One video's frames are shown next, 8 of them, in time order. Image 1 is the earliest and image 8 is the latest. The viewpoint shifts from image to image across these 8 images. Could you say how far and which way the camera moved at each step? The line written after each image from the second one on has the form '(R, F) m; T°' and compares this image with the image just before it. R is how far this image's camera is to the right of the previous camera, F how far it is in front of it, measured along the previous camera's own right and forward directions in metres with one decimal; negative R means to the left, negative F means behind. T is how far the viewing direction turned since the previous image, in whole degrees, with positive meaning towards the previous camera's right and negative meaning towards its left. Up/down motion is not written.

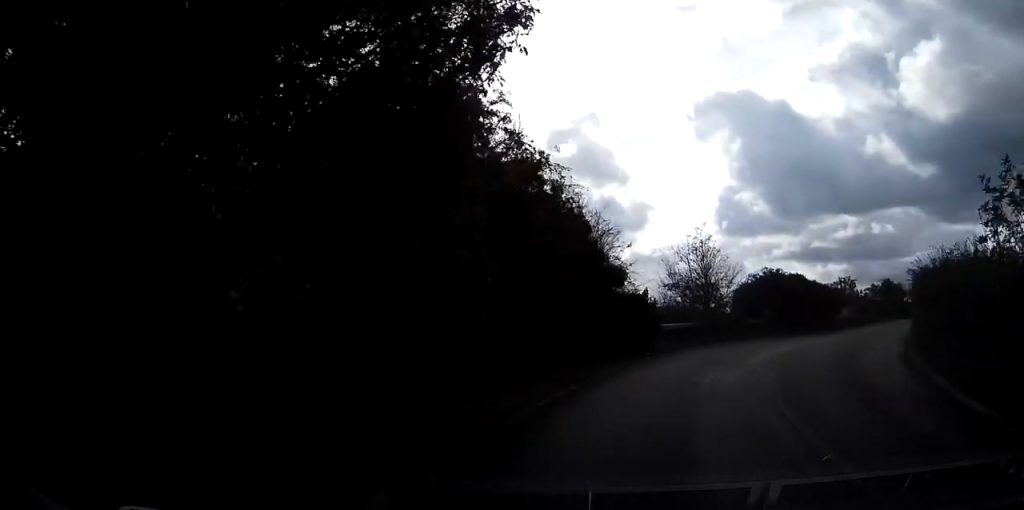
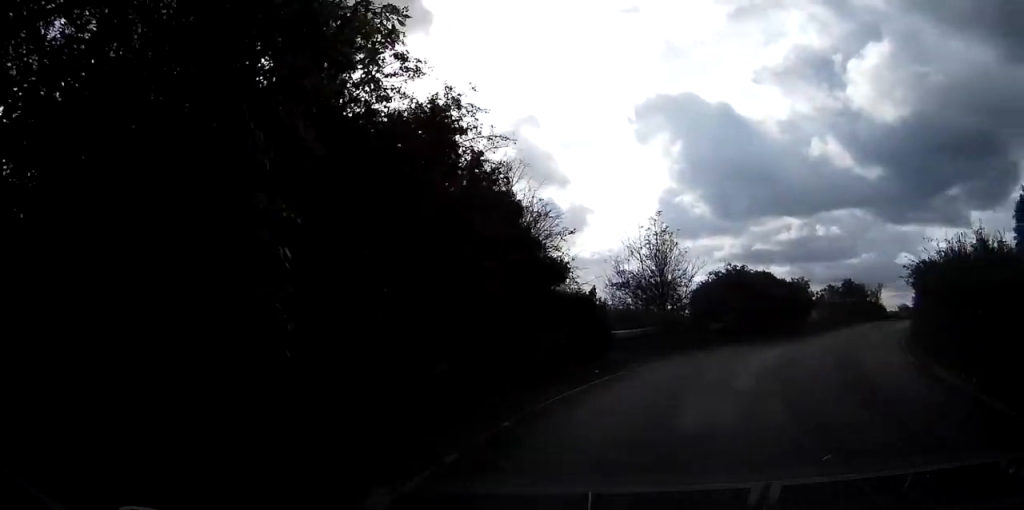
(+0.1, +3.6) m; +1°
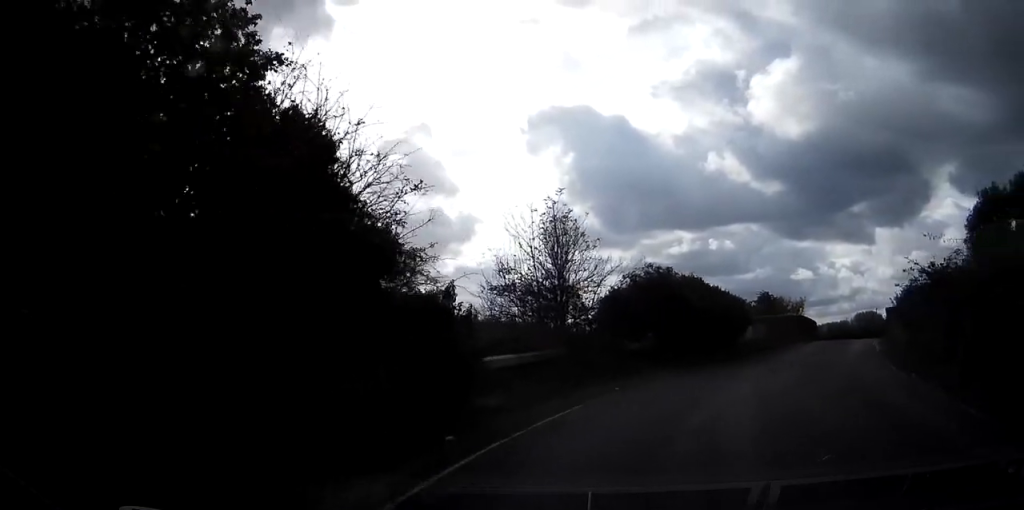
(0.0, +6.2) m; +2°
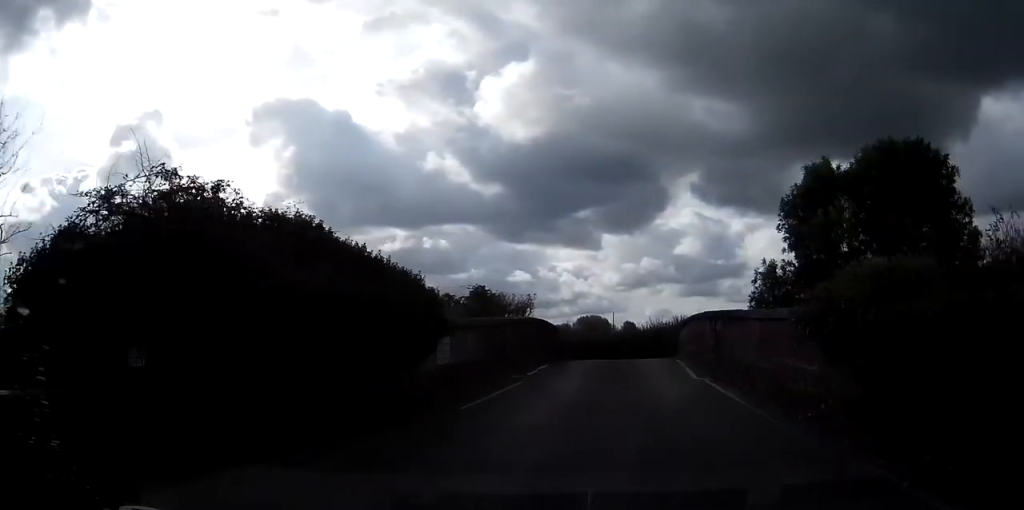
(+1.7, +11.5) m; +18°
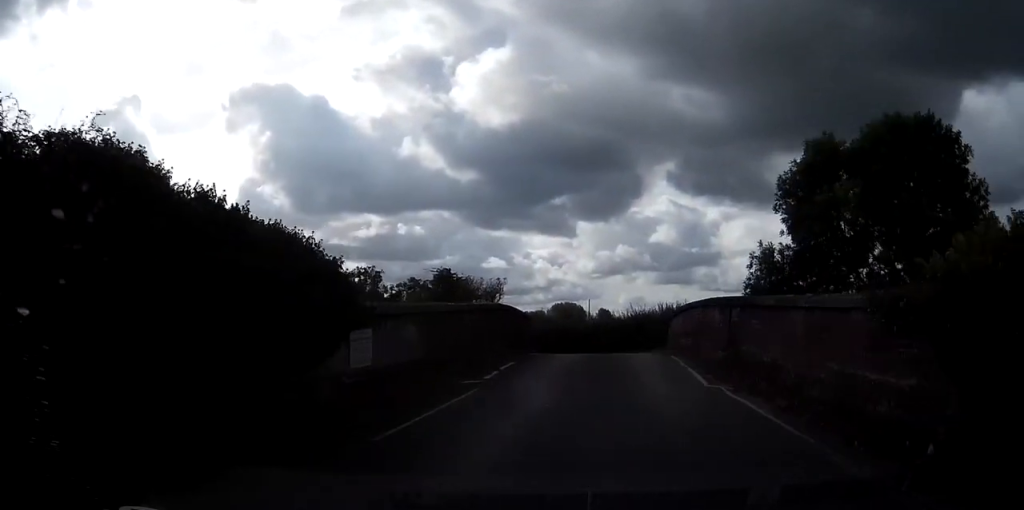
(+0.3, +3.6) m; +4°
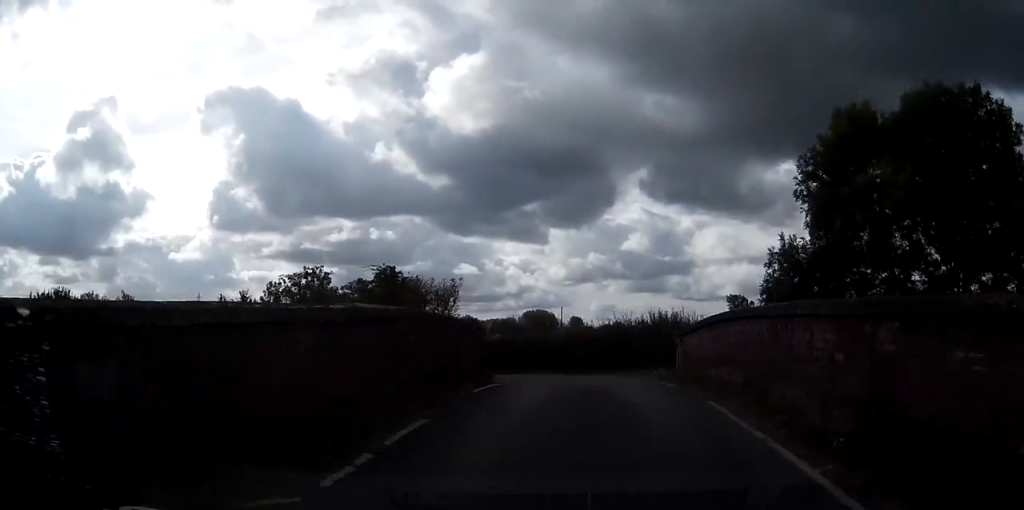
(+0.1, +7.3) m; +1°
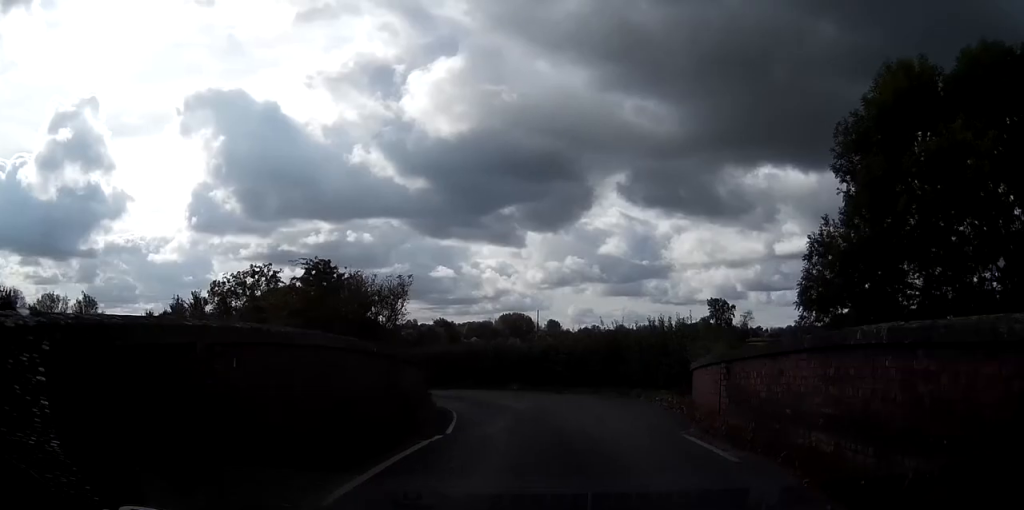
(0.0, +4.8) m; 0°
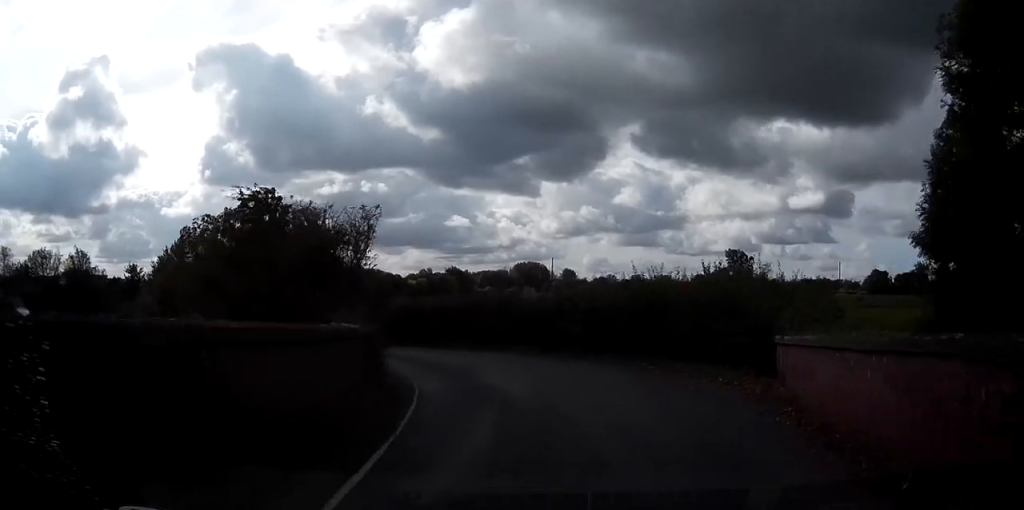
(0.0, +4.5) m; 0°
